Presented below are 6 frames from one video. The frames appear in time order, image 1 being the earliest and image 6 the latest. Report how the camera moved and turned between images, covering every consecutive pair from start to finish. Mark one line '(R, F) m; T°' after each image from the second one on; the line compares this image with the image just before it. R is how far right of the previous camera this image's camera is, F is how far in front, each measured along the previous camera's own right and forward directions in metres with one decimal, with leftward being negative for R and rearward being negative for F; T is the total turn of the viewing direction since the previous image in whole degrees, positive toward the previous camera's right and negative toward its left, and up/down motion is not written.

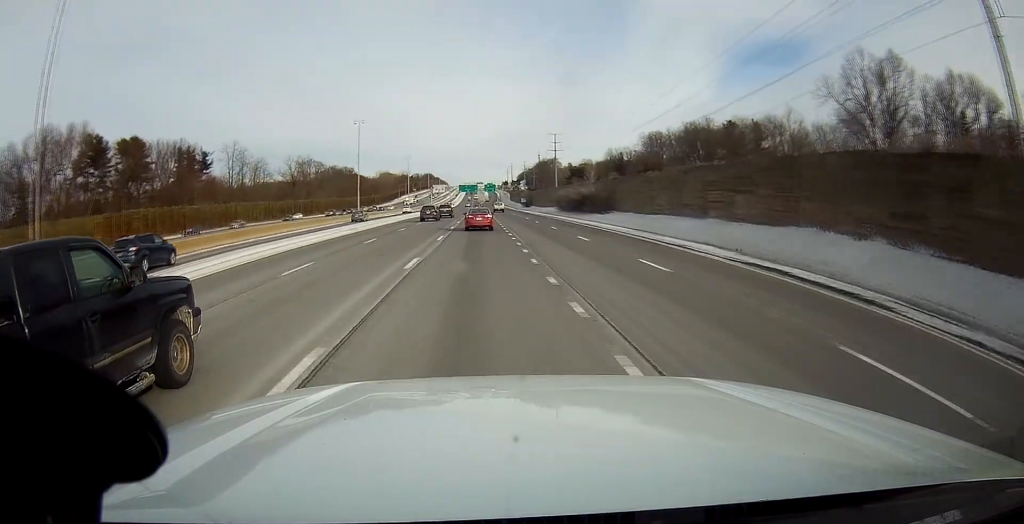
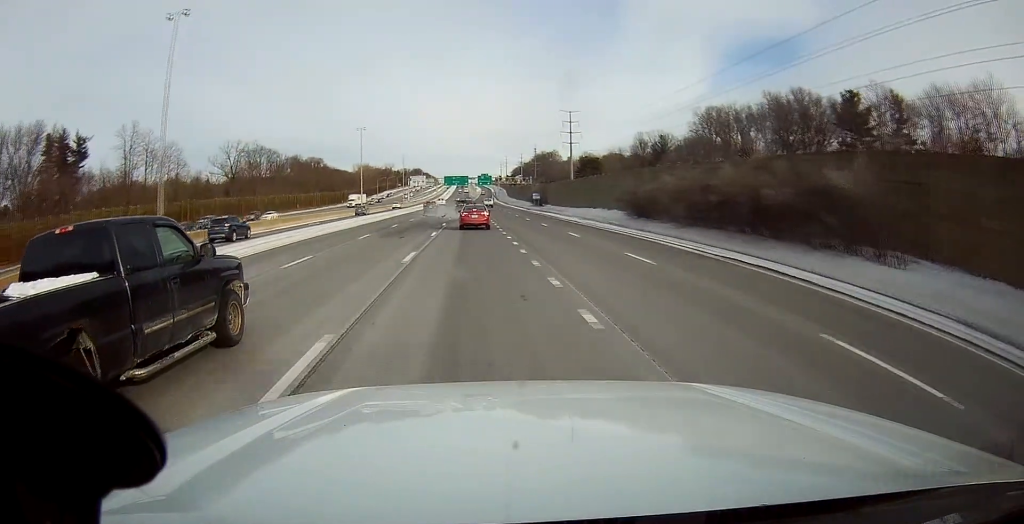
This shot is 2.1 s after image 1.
(0.0, +62.0) m; 0°
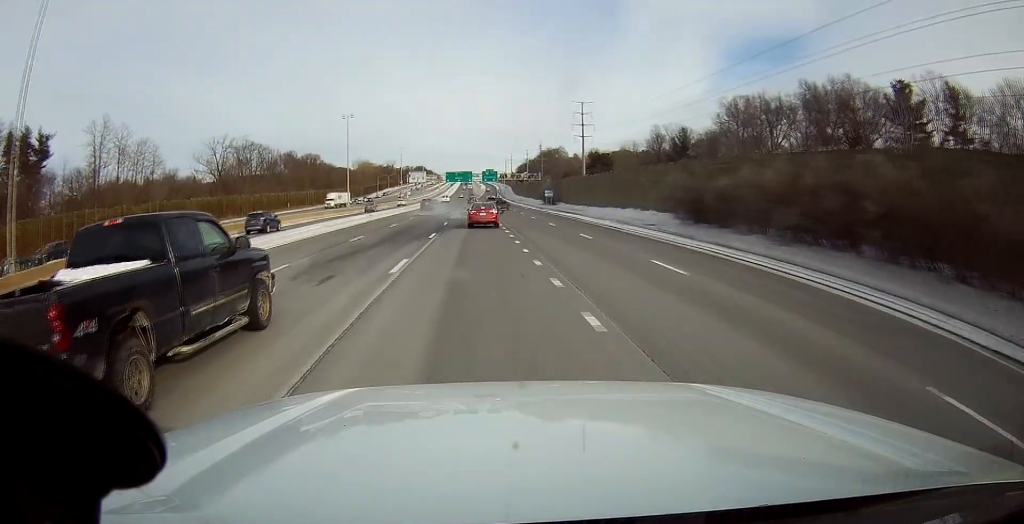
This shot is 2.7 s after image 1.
(+0.2, +16.4) m; 0°
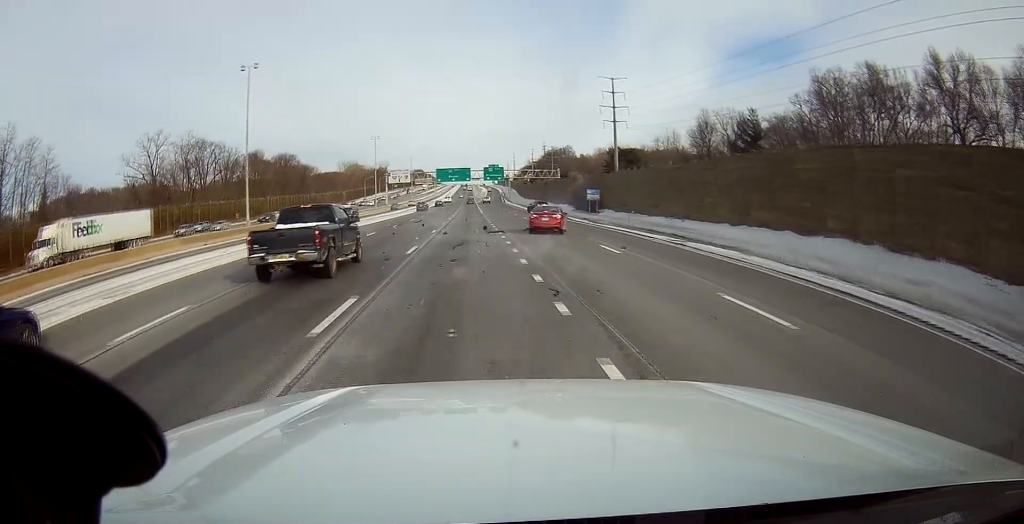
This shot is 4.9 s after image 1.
(+0.1, +49.3) m; 0°
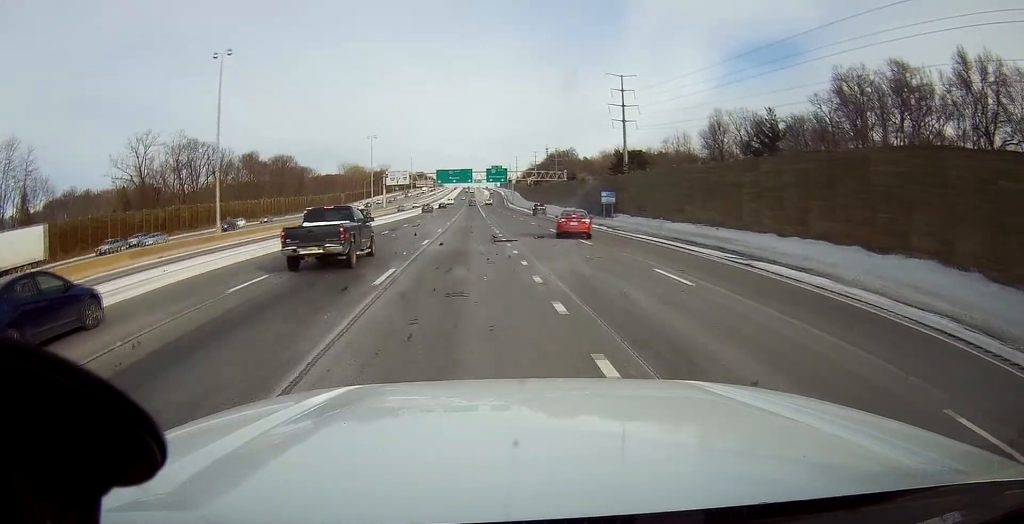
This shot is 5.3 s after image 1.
(0.0, +7.8) m; 0°
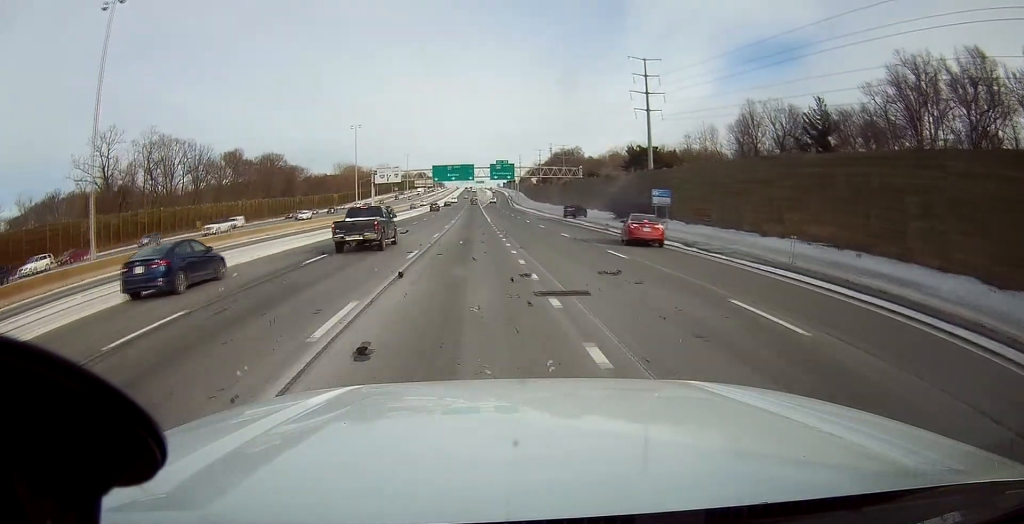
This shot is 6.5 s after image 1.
(-0.2, +18.8) m; -1°
